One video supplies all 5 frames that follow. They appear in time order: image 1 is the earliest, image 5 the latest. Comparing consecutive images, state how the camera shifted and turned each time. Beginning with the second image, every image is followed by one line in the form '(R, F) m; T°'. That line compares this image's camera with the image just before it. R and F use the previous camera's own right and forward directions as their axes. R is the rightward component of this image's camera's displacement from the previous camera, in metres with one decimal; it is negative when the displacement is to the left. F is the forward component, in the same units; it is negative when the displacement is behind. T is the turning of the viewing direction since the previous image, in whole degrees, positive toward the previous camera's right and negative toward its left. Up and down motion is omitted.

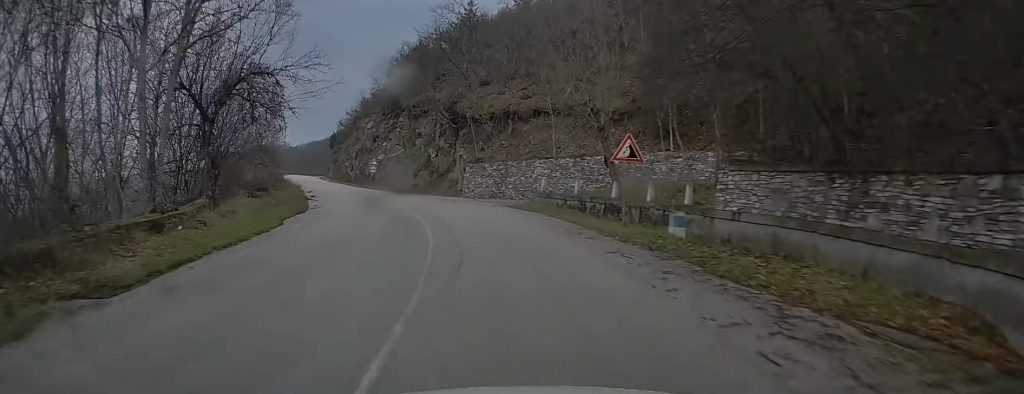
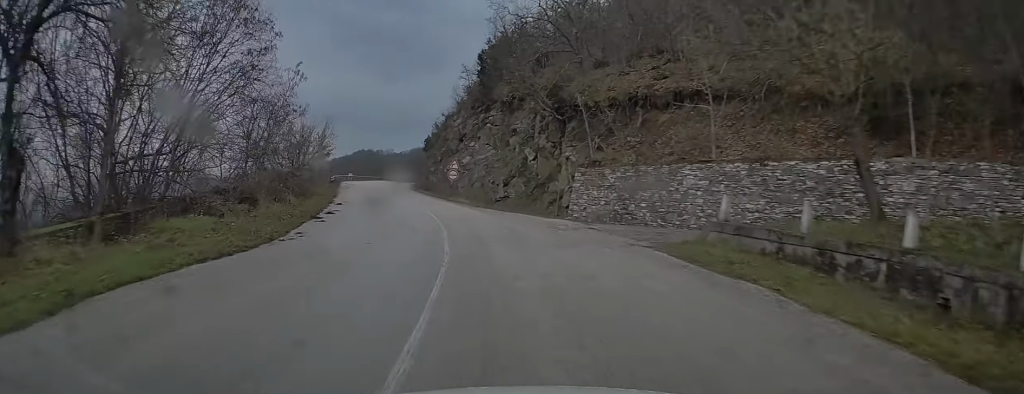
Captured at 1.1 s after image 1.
(-0.7, +14.0) m; -7°
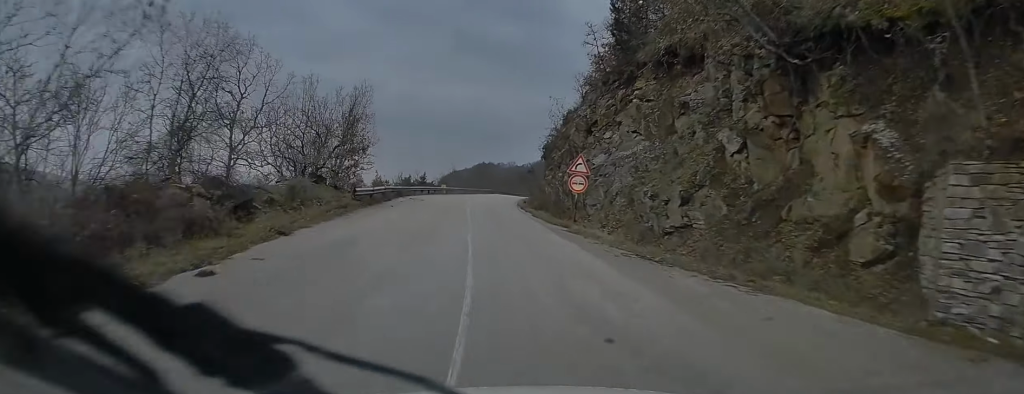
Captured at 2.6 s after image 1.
(-2.2, +19.9) m; -14°
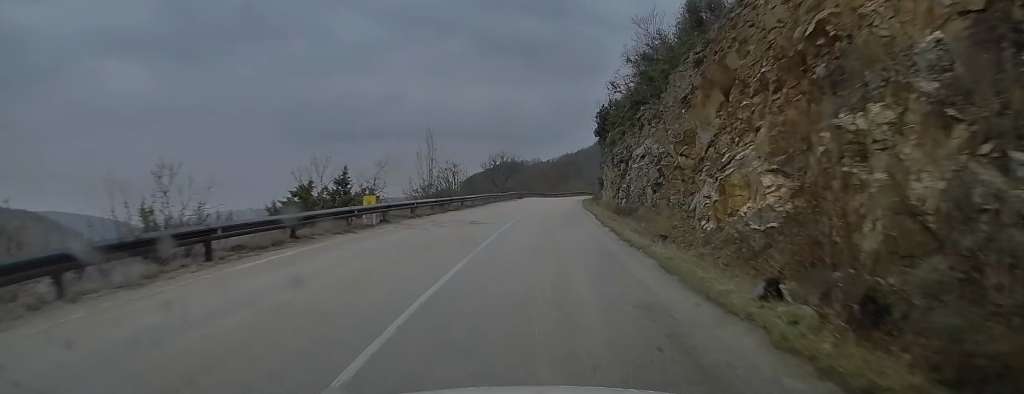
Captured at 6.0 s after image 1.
(-3.6, +43.9) m; -4°
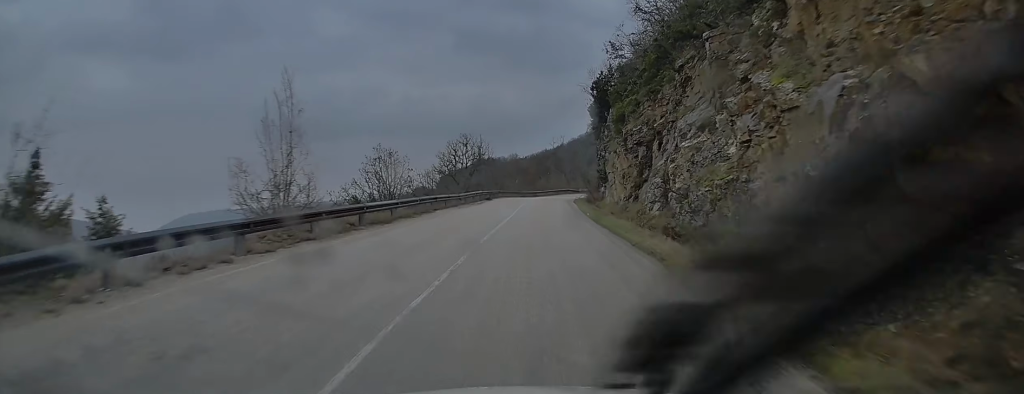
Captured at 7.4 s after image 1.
(+0.5, +18.2) m; +3°
